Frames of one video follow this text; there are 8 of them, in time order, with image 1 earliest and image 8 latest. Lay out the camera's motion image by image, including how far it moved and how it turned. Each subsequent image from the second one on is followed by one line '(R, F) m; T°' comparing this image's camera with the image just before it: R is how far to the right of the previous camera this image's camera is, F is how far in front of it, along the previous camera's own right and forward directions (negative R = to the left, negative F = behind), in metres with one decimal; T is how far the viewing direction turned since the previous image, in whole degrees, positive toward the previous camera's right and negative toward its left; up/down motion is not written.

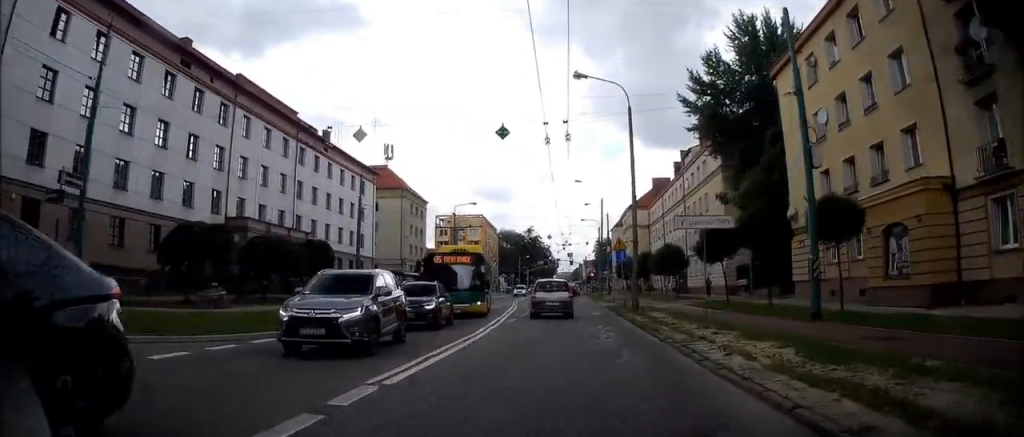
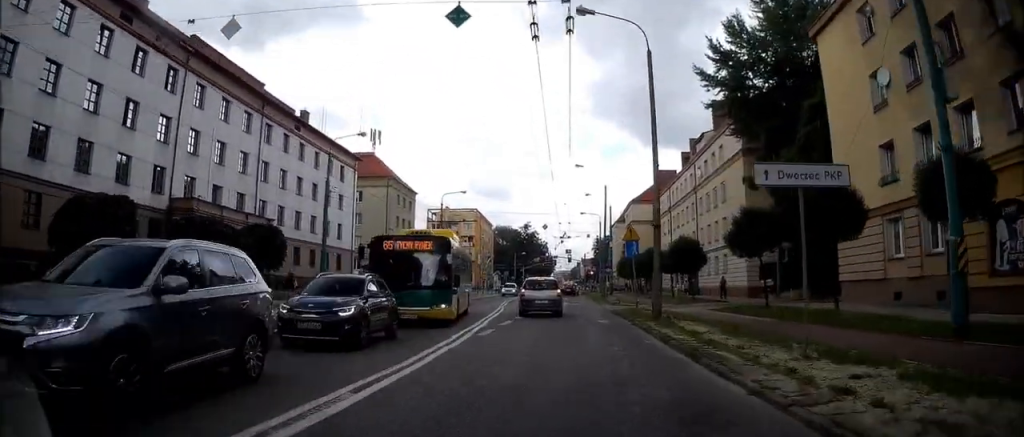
(+0.1, +7.8) m; +1°
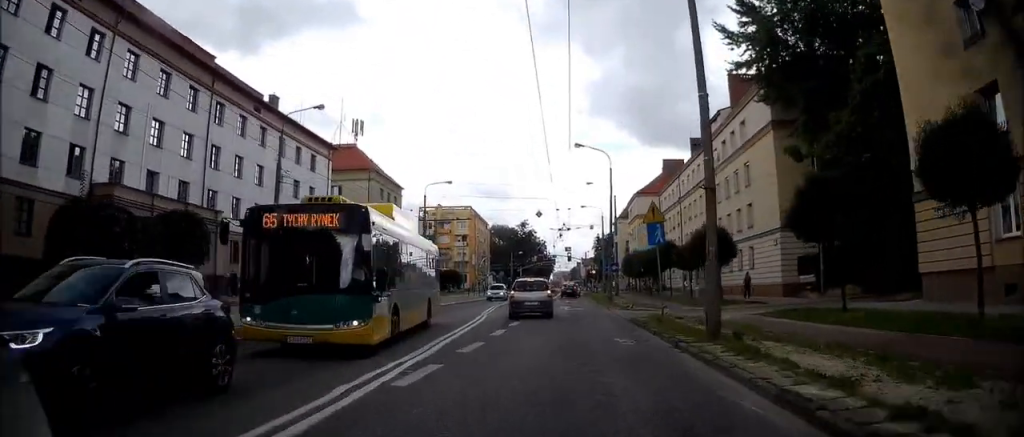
(0.0, +7.4) m; 0°
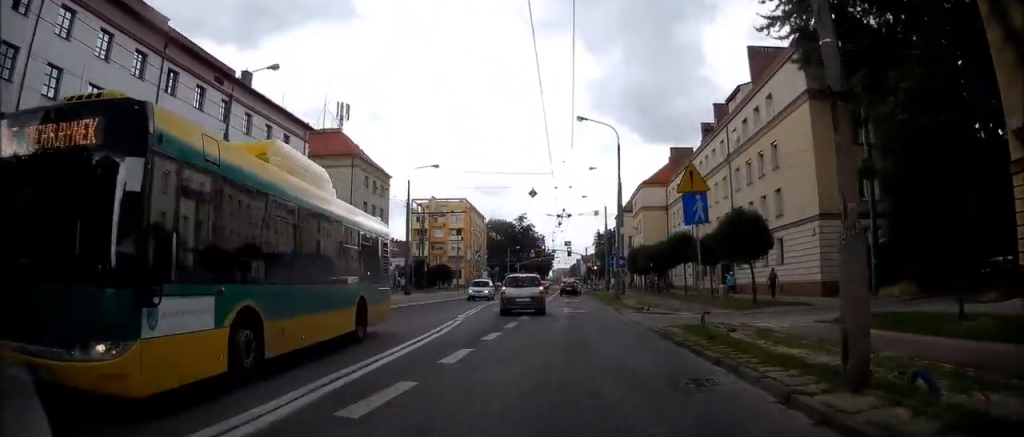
(0.0, +5.7) m; 0°
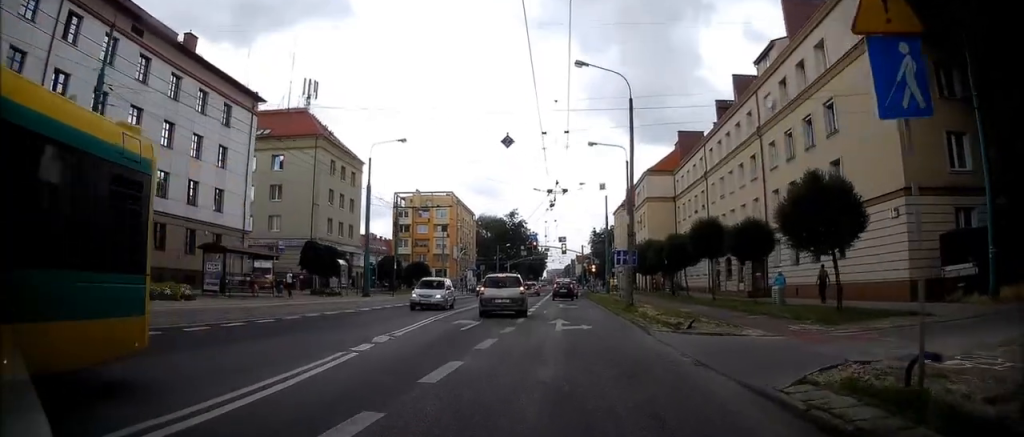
(0.0, +8.5) m; 0°
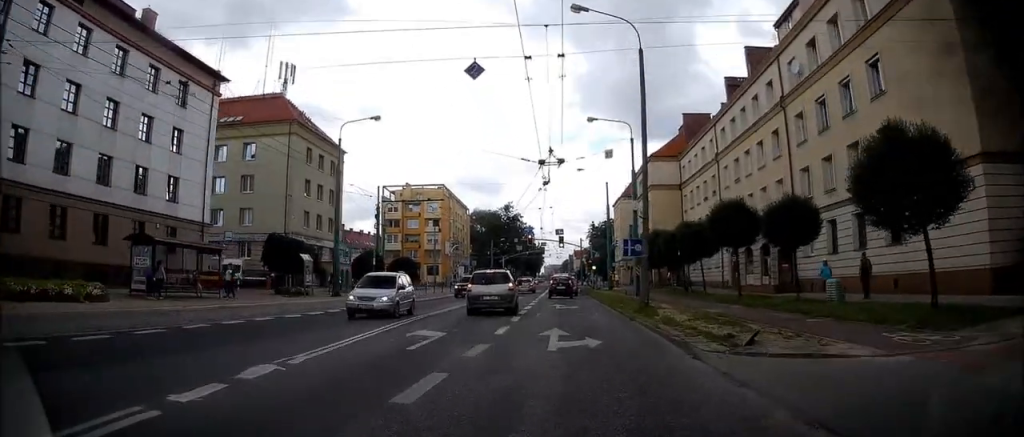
(0.0, +5.1) m; 0°
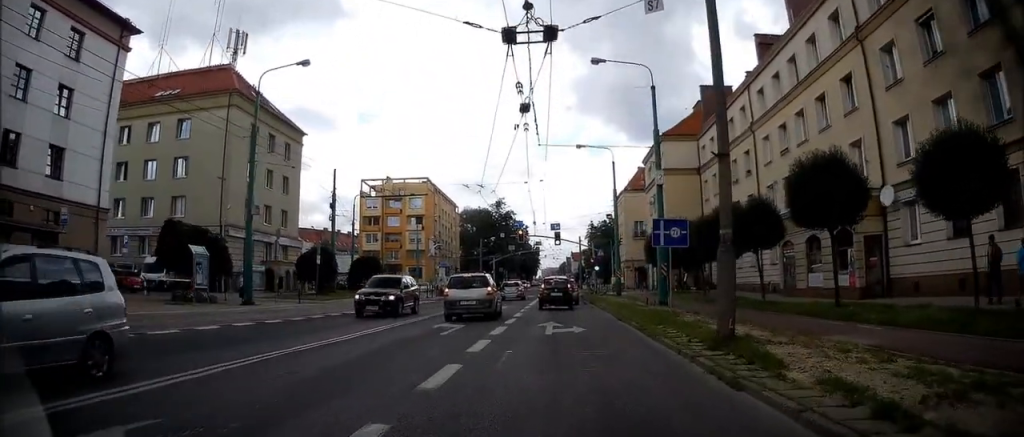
(+0.1, +11.6) m; 0°
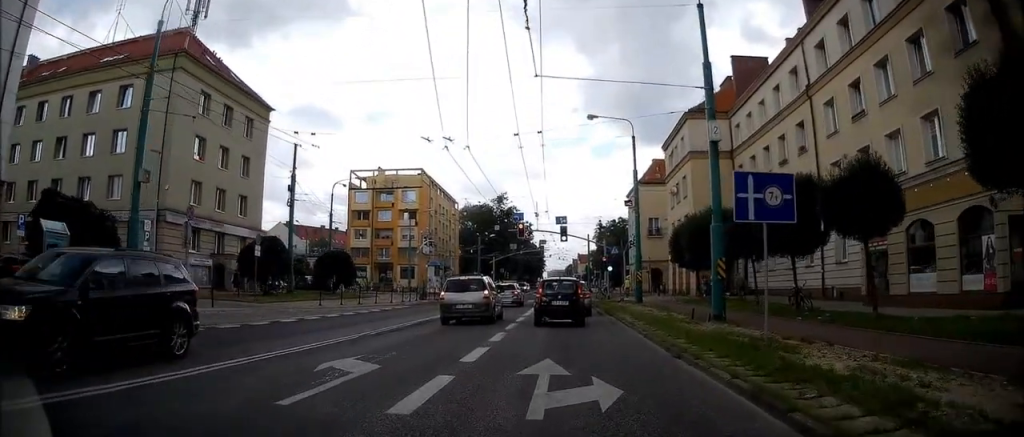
(-0.1, +11.1) m; -2°
